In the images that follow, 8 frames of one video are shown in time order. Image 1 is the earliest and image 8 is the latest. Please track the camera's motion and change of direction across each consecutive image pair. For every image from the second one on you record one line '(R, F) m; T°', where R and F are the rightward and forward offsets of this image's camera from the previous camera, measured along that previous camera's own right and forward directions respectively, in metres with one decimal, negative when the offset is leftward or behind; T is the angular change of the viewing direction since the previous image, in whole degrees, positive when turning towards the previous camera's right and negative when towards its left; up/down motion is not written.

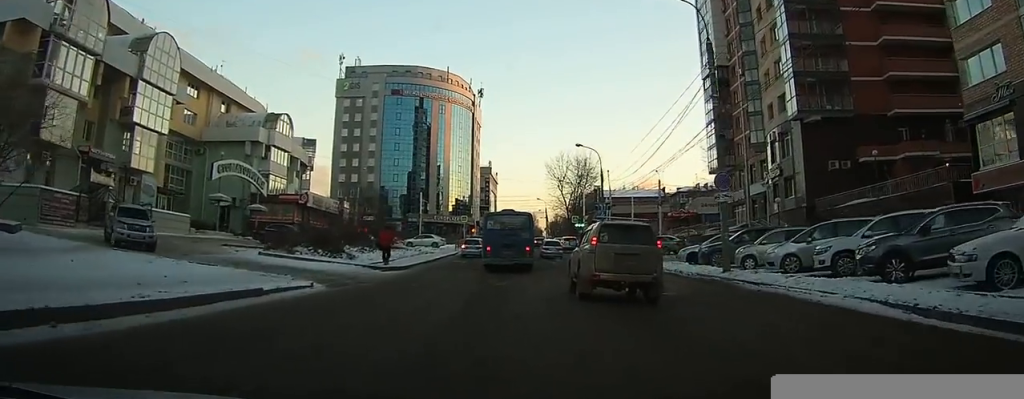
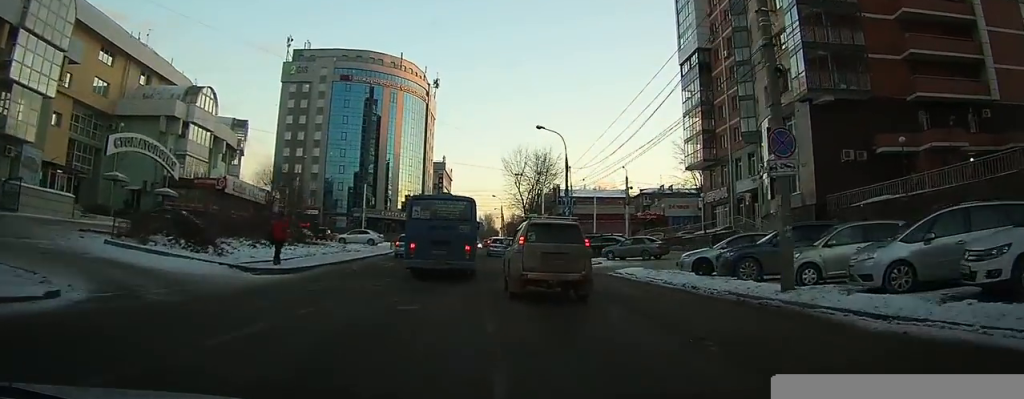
(0.0, +8.1) m; +1°
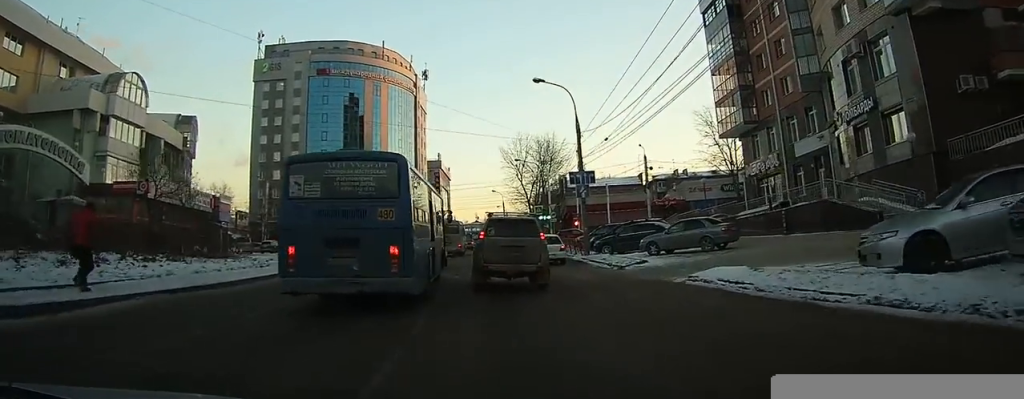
(+0.3, +12.8) m; +2°
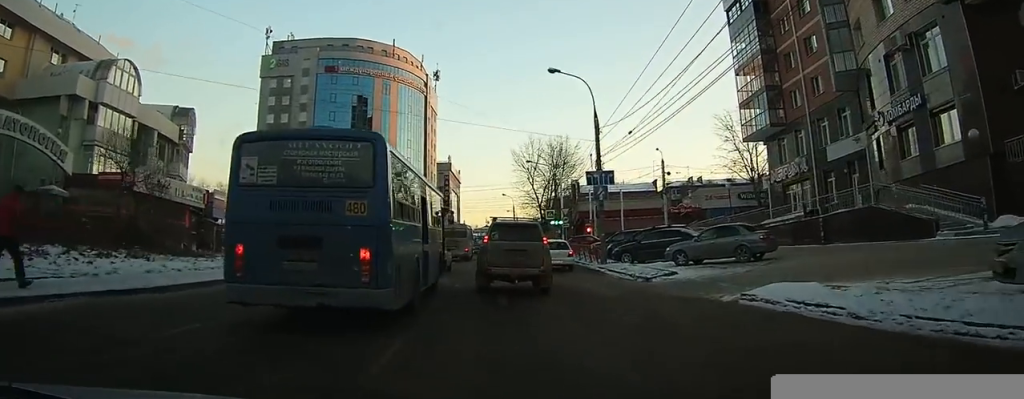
(0.0, +3.4) m; 0°
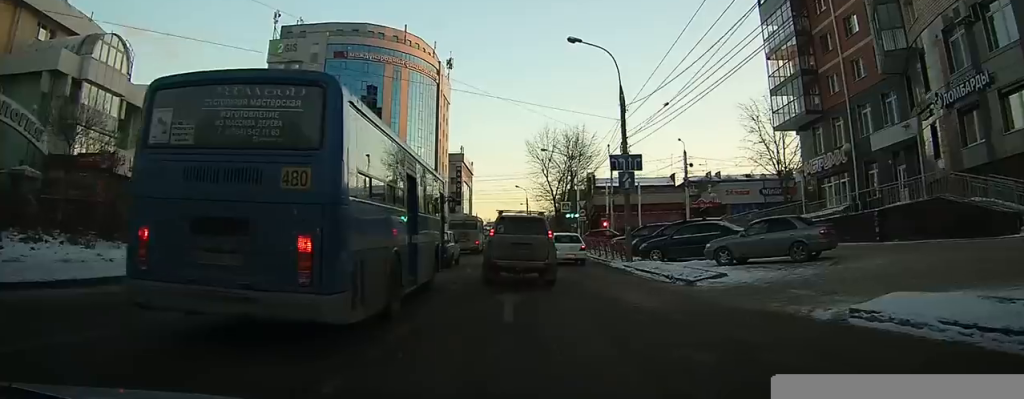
(0.0, +4.0) m; 0°
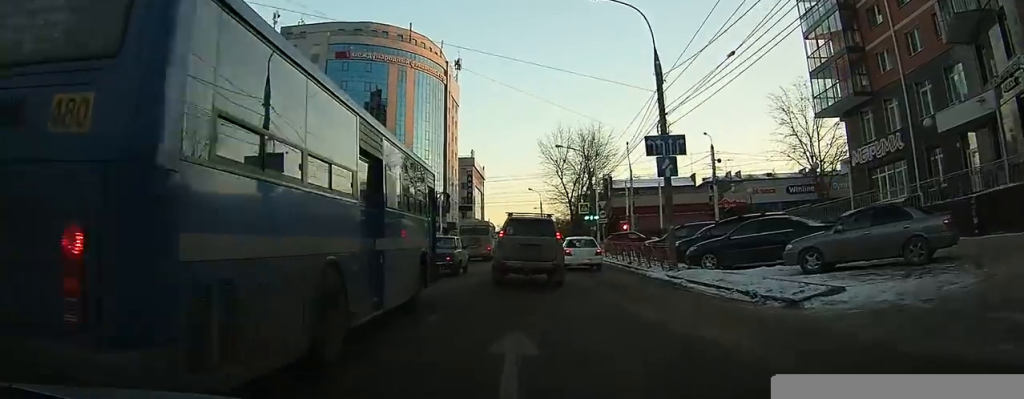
(0.0, +5.8) m; 0°
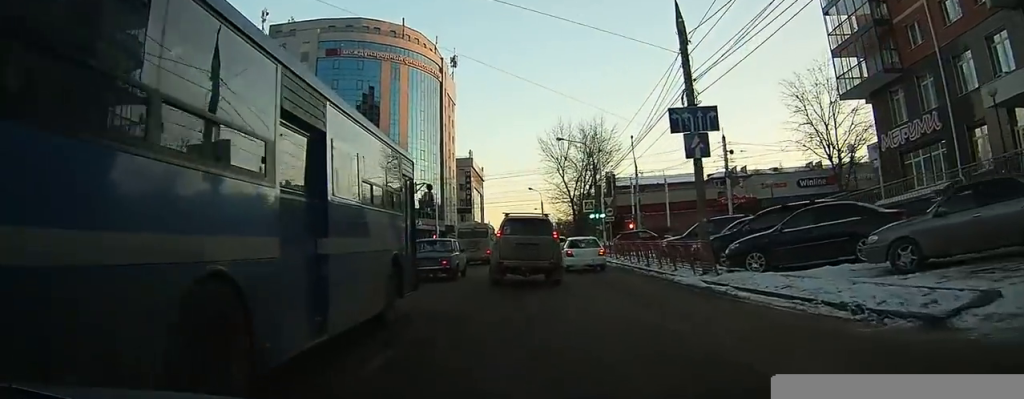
(0.0, +3.8) m; 0°
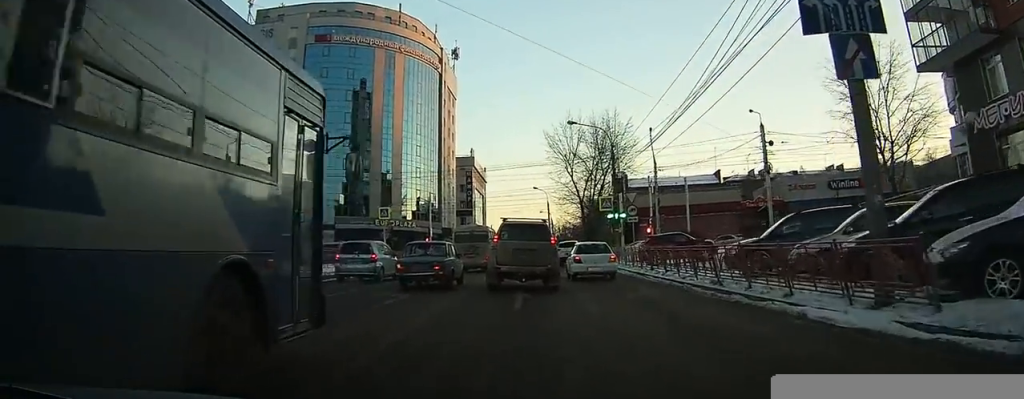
(-0.1, +7.1) m; -1°
